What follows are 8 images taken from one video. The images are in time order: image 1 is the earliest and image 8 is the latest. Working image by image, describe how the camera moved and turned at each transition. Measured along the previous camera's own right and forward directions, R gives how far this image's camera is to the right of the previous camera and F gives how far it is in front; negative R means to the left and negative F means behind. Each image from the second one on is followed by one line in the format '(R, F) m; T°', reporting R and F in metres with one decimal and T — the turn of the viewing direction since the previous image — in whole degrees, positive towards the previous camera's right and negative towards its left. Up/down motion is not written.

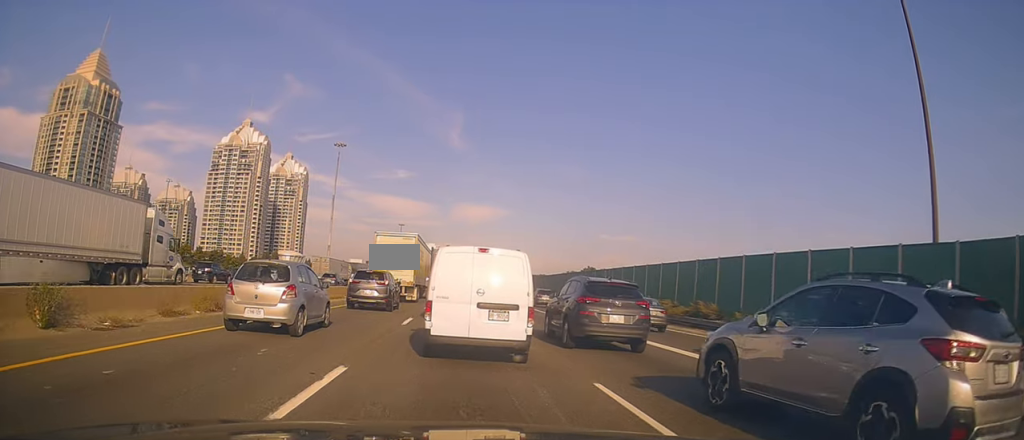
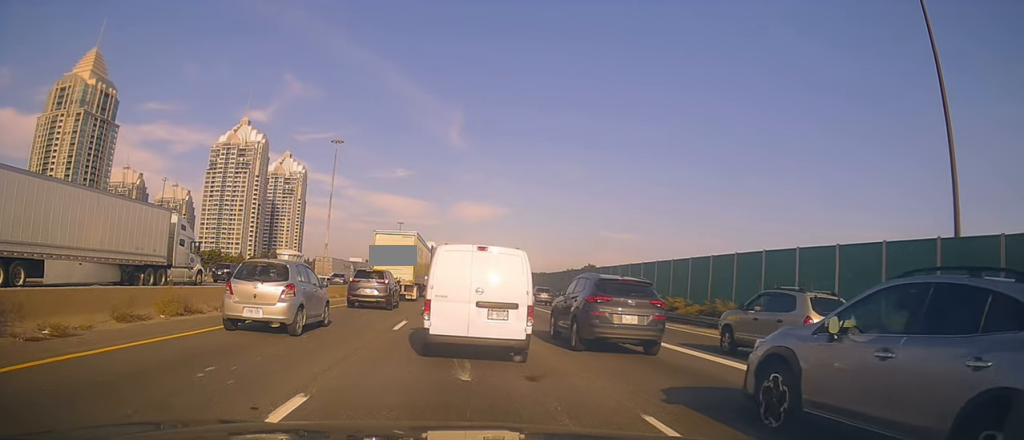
(+0.3, +1.9) m; 0°
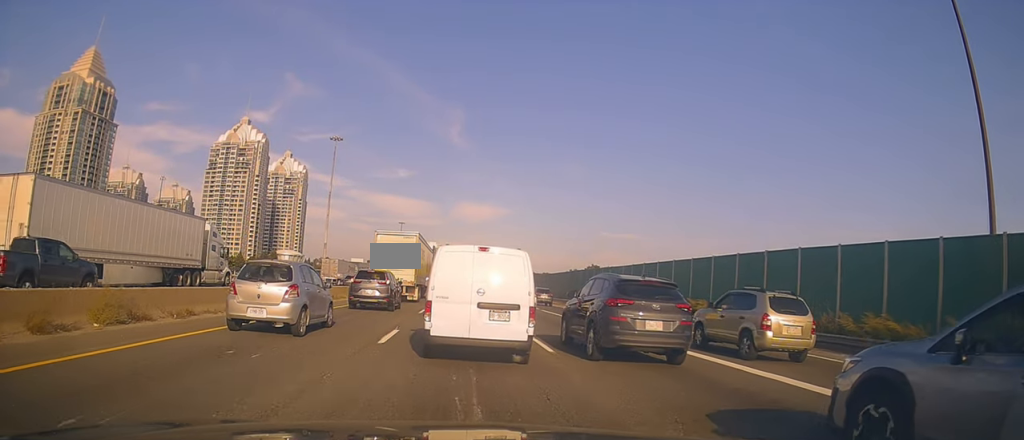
(+0.1, +2.9) m; -3°
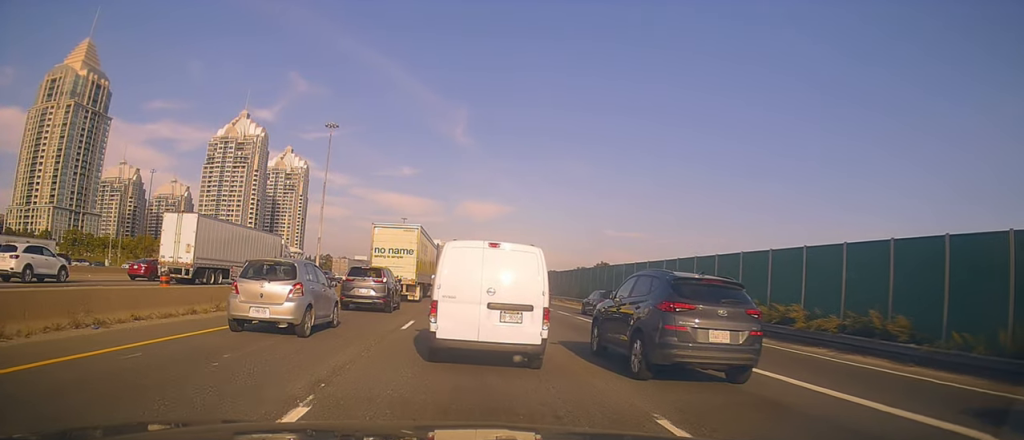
(-1.1, +9.5) m; -5°
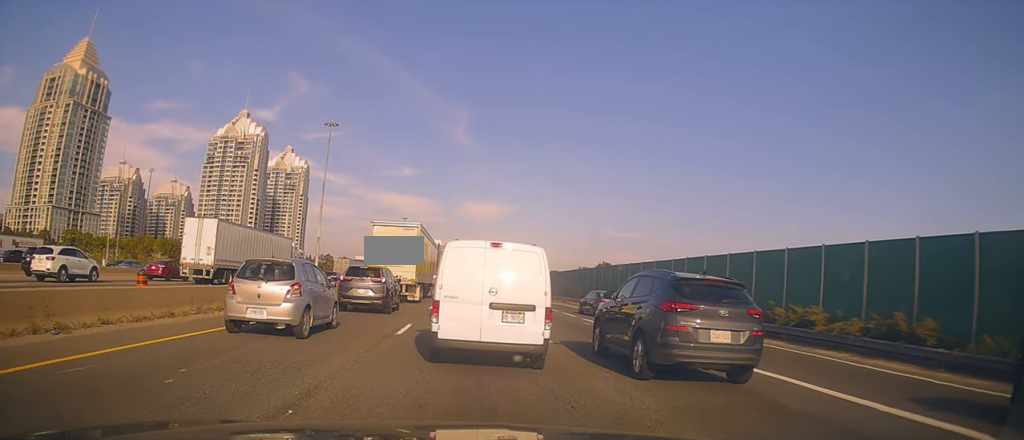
(+0.4, +1.6) m; -1°
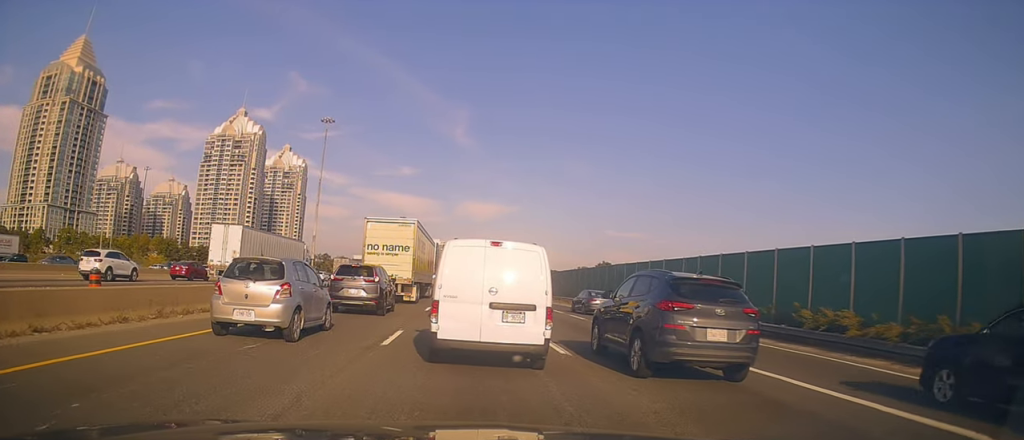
(-0.6, +2.5) m; -1°
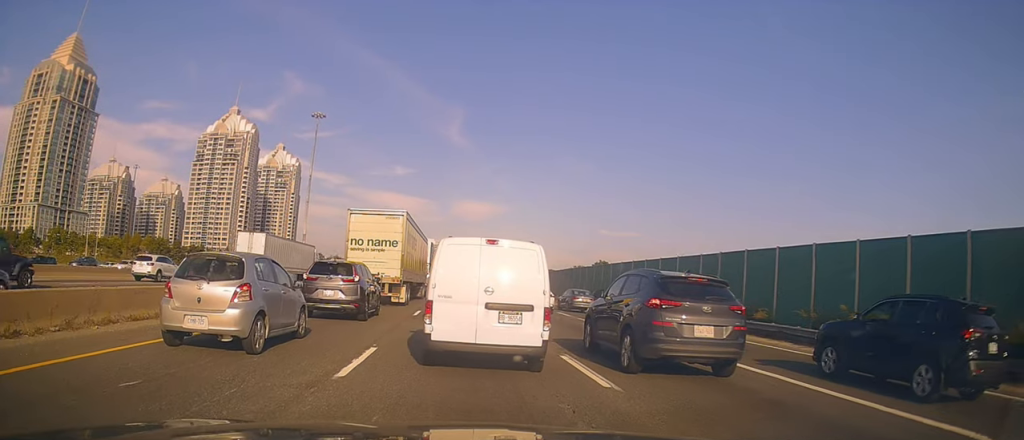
(+0.3, +3.9) m; +6°
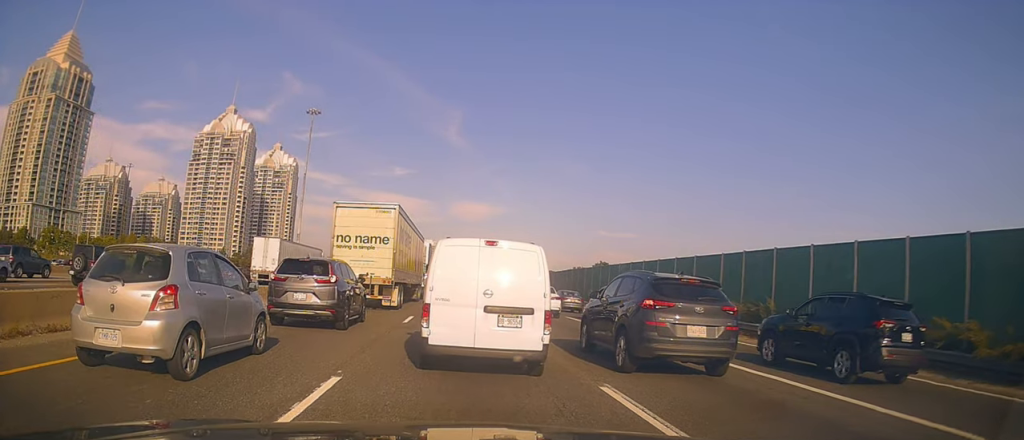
(-0.1, +3.3) m; -4°
